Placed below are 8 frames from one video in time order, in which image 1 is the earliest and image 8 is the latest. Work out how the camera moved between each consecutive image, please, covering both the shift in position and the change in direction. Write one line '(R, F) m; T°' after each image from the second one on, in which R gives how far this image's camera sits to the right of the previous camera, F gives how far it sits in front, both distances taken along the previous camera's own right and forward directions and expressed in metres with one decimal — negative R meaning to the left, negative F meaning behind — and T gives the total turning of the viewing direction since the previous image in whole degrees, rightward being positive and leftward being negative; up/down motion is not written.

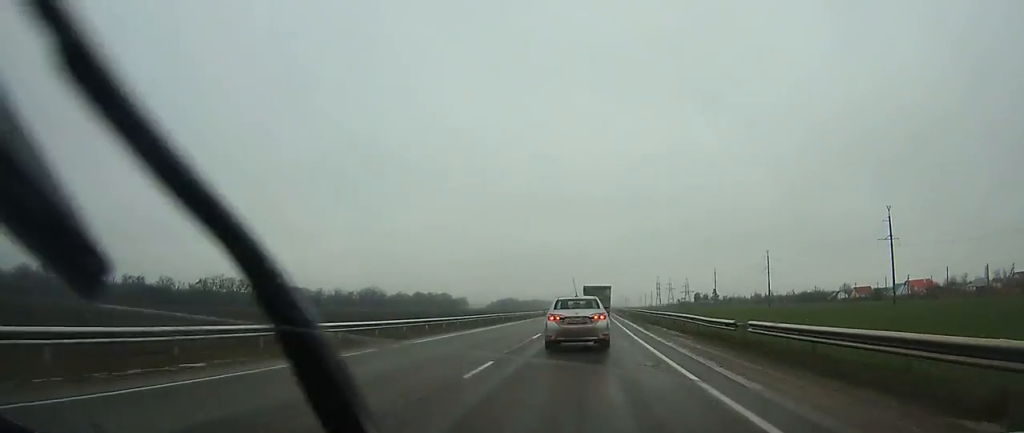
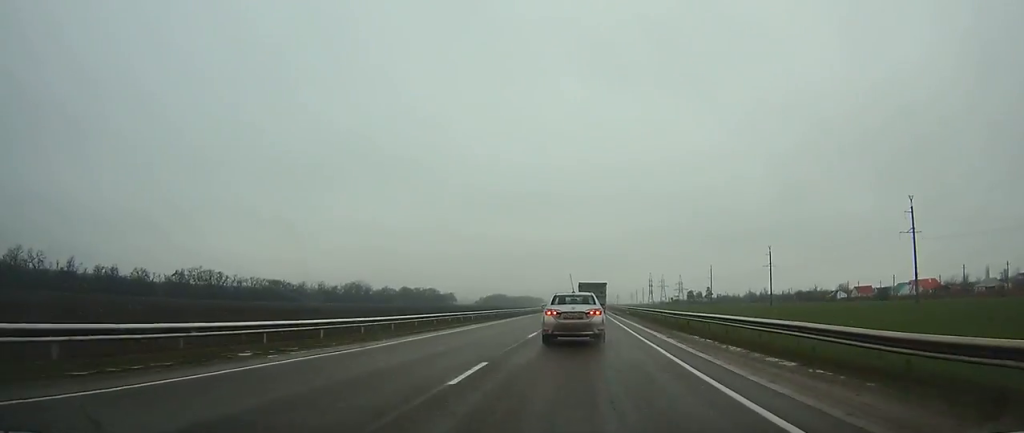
(+0.2, +13.7) m; +1°
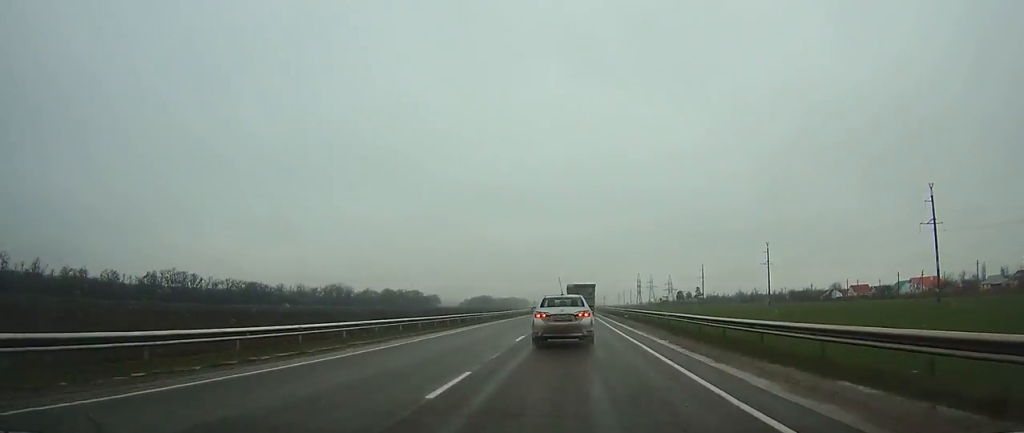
(+0.1, +12.8) m; +1°
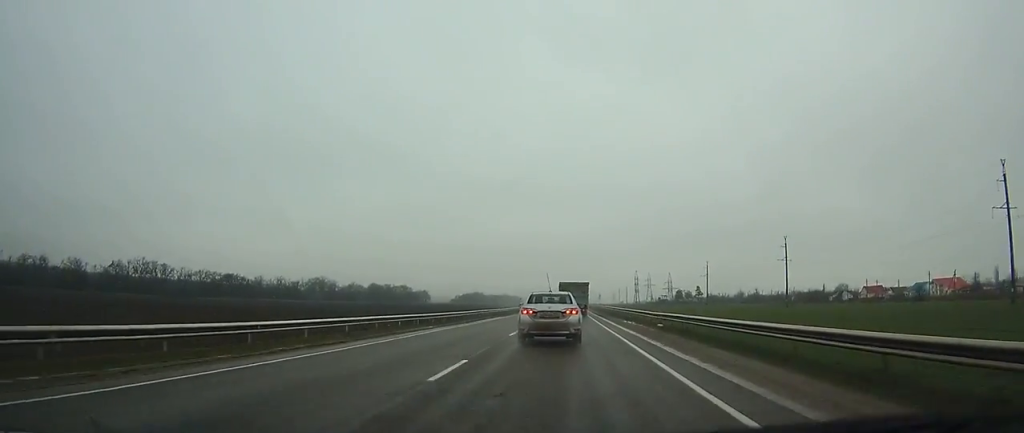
(+0.1, +22.7) m; 0°
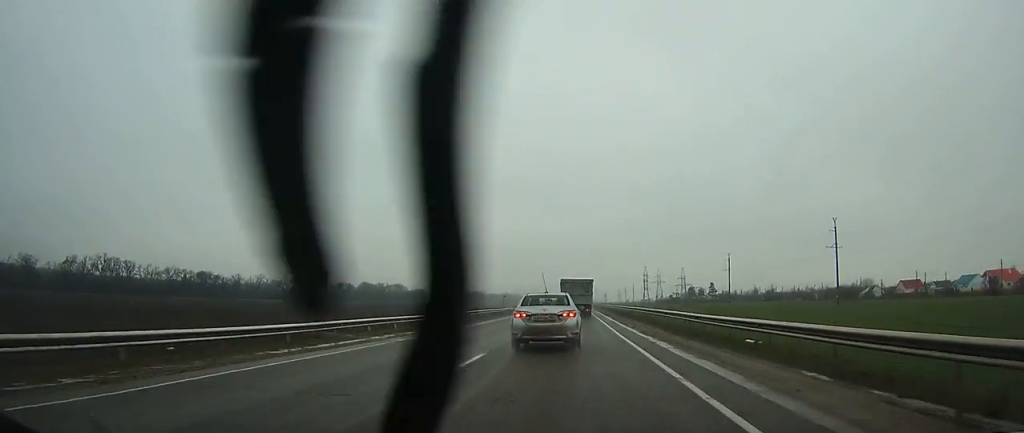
(+0.1, +33.4) m; 0°
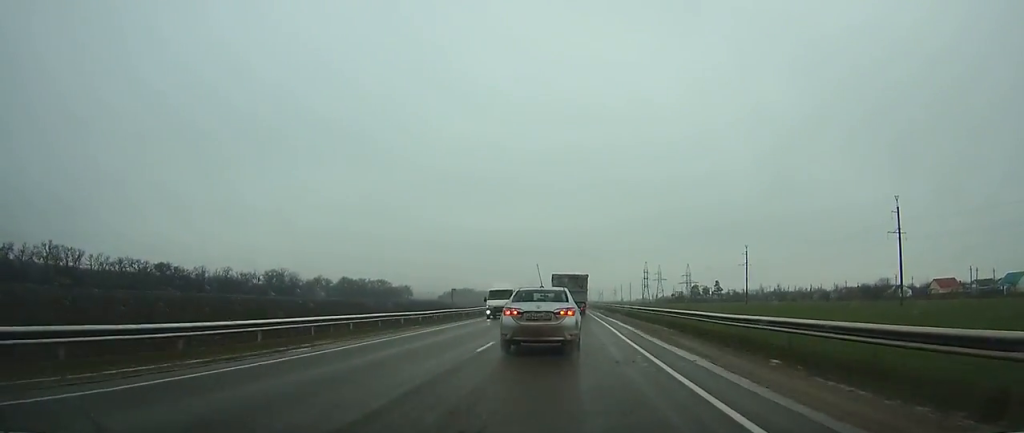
(0.0, +32.9) m; 0°
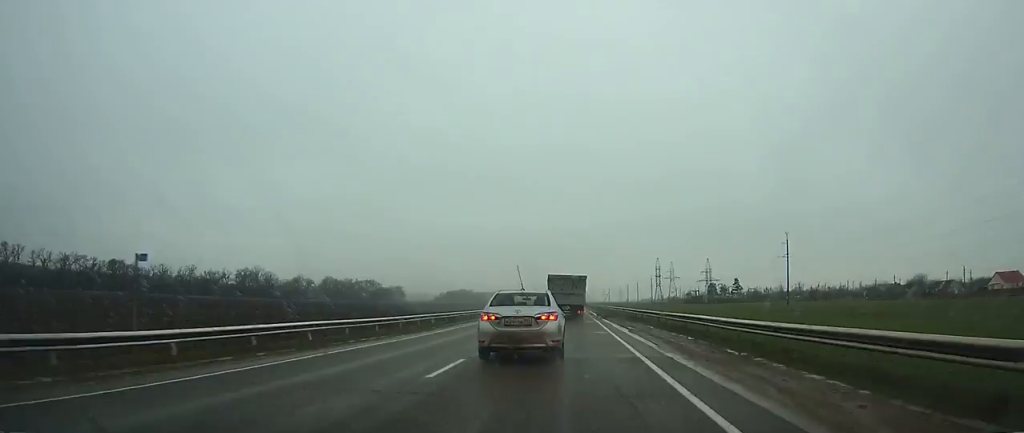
(+0.1, +40.1) m; 0°
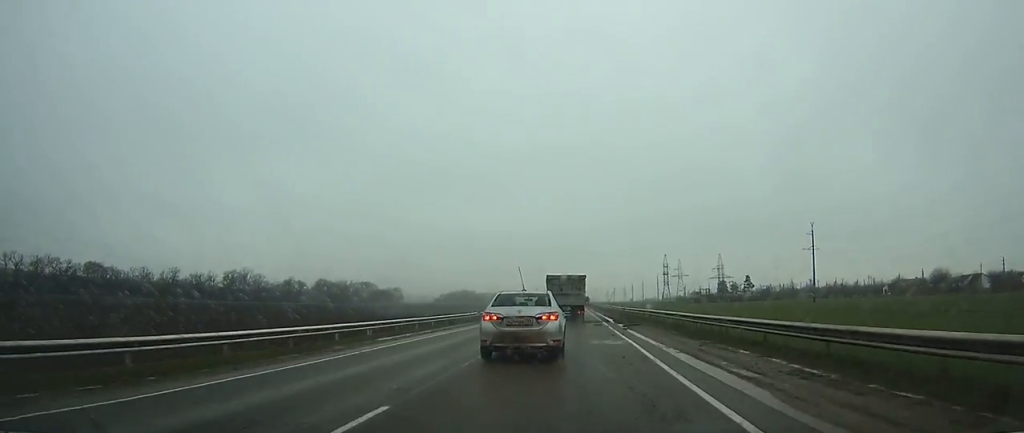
(0.0, +18.1) m; 0°
